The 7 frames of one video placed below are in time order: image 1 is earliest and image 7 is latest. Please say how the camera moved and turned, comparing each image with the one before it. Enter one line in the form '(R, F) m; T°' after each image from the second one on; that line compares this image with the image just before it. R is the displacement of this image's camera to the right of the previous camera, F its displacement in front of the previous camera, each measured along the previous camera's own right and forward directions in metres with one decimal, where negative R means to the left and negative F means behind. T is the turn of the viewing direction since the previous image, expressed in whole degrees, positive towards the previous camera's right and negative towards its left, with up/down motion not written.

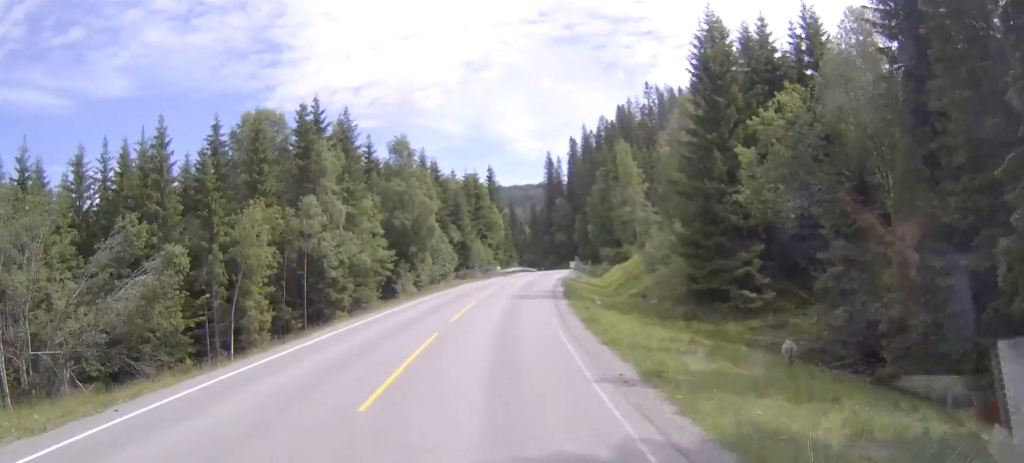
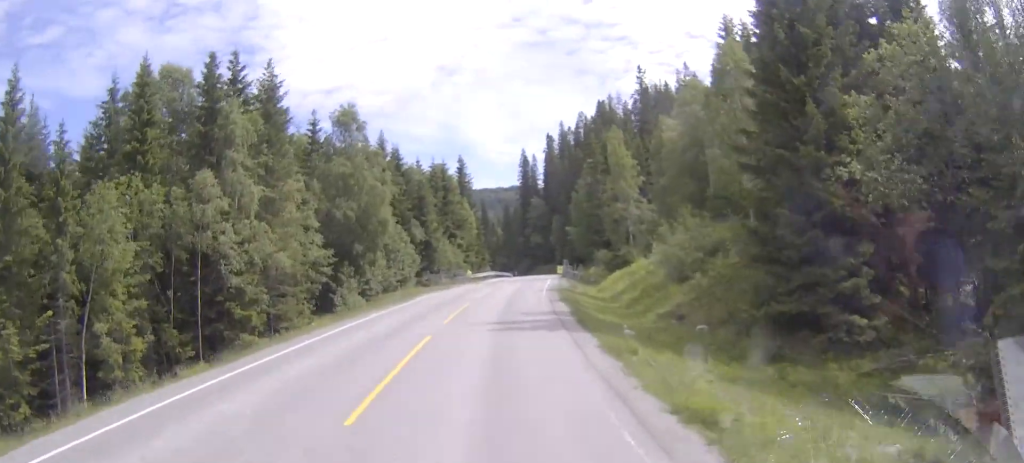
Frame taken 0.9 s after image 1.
(+0.3, +12.2) m; +2°
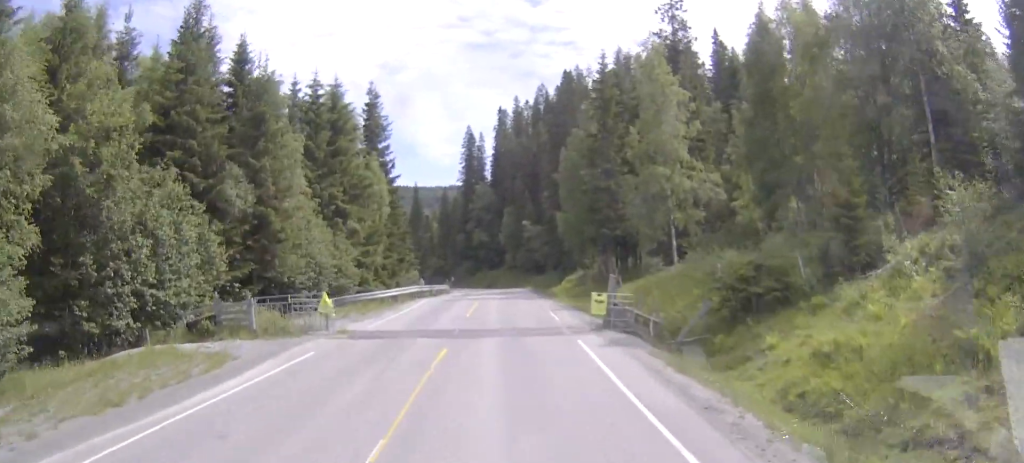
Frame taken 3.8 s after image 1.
(+1.7, +36.6) m; +5°
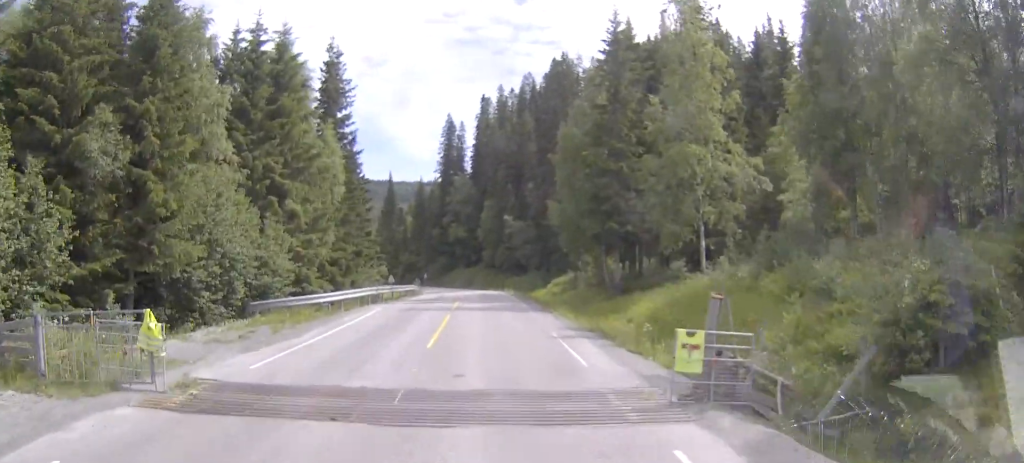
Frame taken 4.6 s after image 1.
(+0.1, +9.3) m; +1°
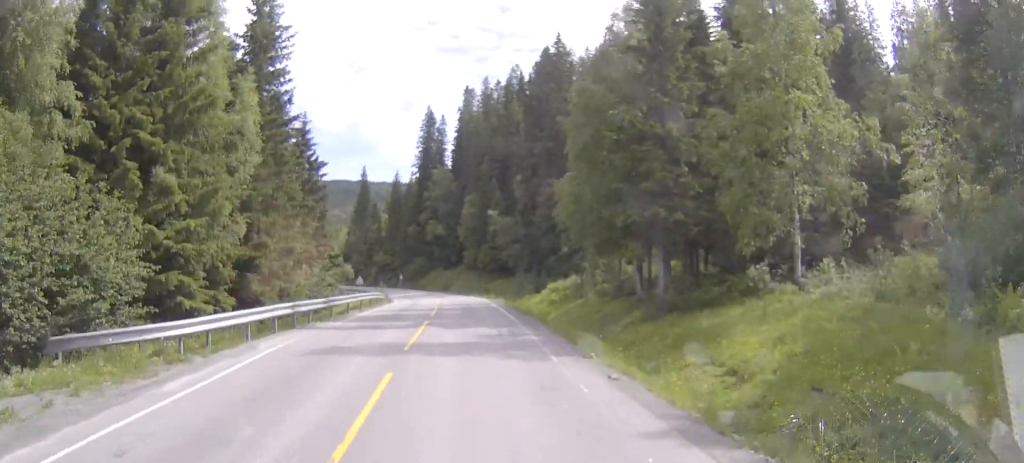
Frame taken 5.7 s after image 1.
(+0.2, +12.4) m; +1°
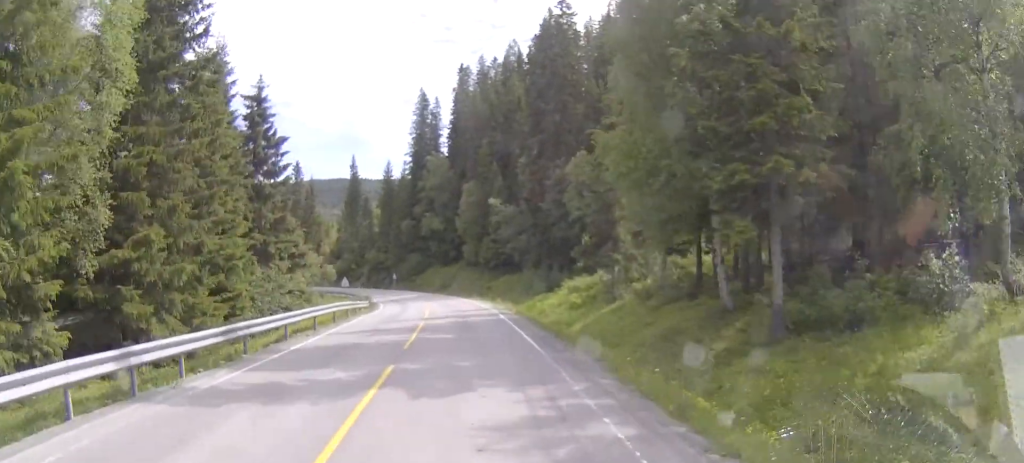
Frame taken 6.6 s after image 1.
(+0.1, +10.2) m; 0°
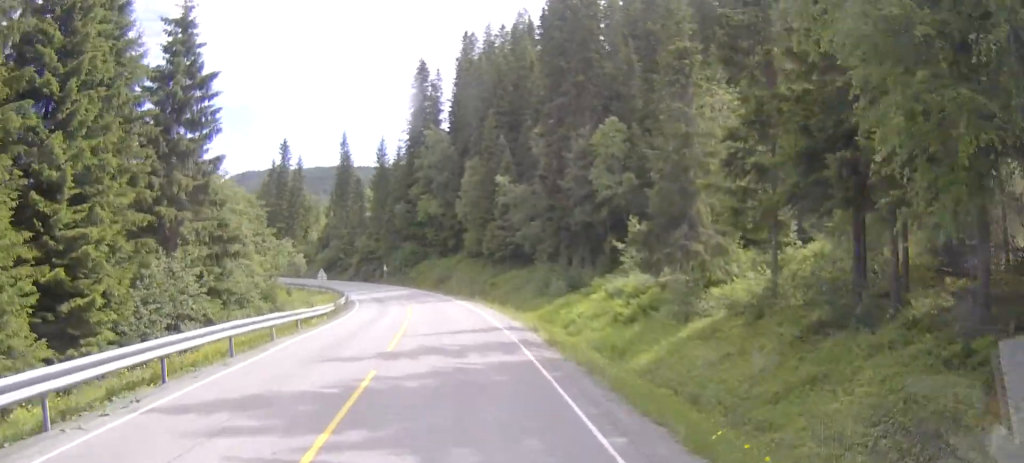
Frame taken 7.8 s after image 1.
(0.0, +12.3) m; -1°
